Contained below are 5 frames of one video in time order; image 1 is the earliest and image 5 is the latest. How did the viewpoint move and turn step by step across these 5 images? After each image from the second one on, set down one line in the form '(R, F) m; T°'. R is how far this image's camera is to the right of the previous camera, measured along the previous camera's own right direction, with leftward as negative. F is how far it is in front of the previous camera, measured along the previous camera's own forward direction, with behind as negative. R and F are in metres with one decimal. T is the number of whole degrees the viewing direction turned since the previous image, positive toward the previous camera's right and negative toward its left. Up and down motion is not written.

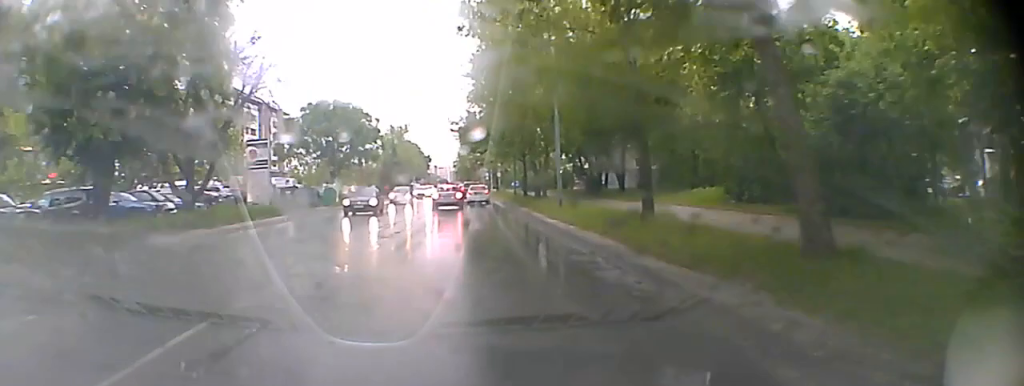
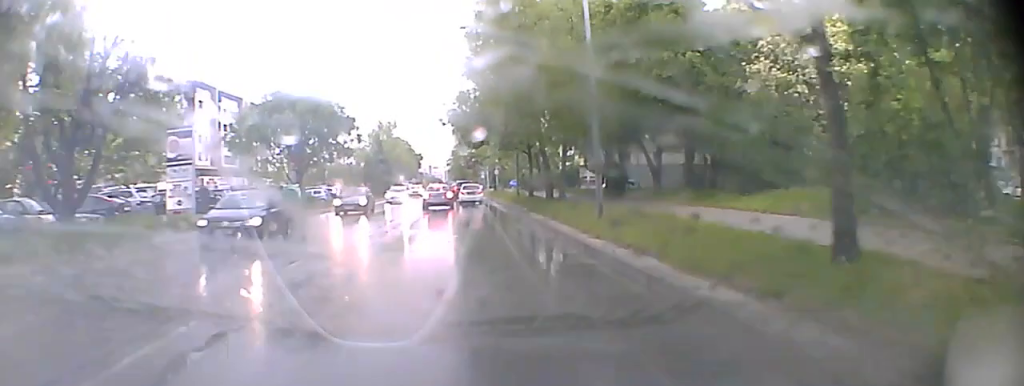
(0.0, +10.5) m; +1°
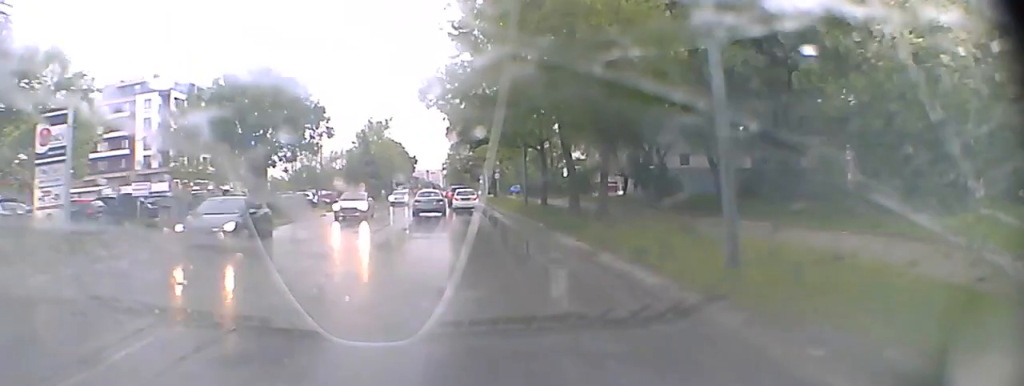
(+0.1, +8.7) m; +1°
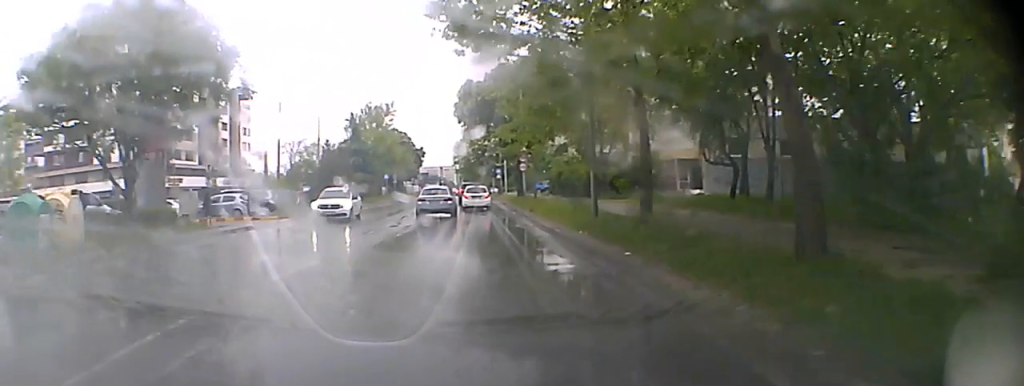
(-0.1, +17.9) m; 0°
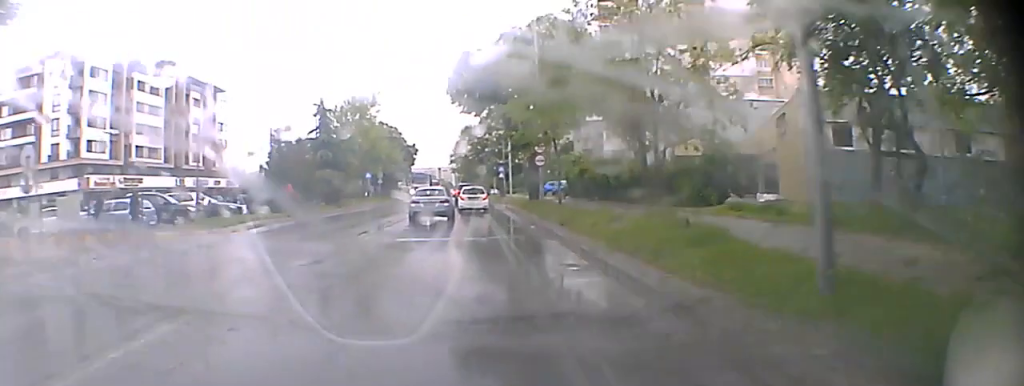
(-0.1, +12.2) m; -3°
